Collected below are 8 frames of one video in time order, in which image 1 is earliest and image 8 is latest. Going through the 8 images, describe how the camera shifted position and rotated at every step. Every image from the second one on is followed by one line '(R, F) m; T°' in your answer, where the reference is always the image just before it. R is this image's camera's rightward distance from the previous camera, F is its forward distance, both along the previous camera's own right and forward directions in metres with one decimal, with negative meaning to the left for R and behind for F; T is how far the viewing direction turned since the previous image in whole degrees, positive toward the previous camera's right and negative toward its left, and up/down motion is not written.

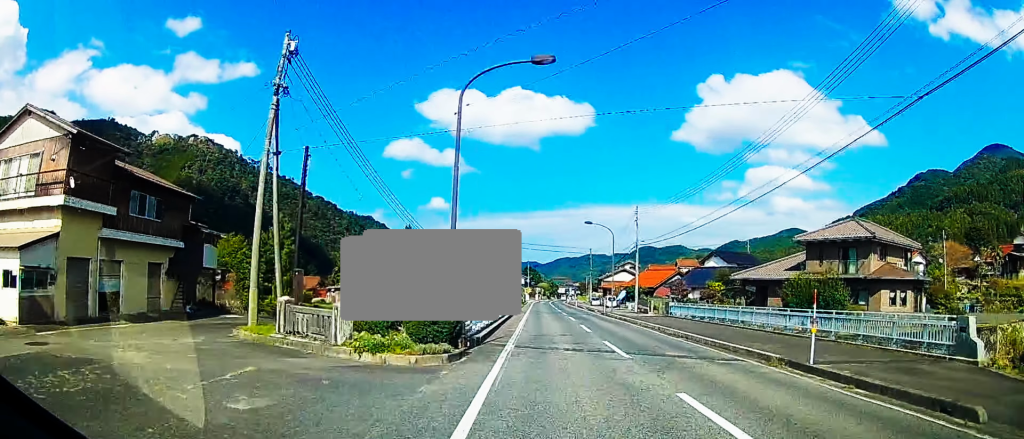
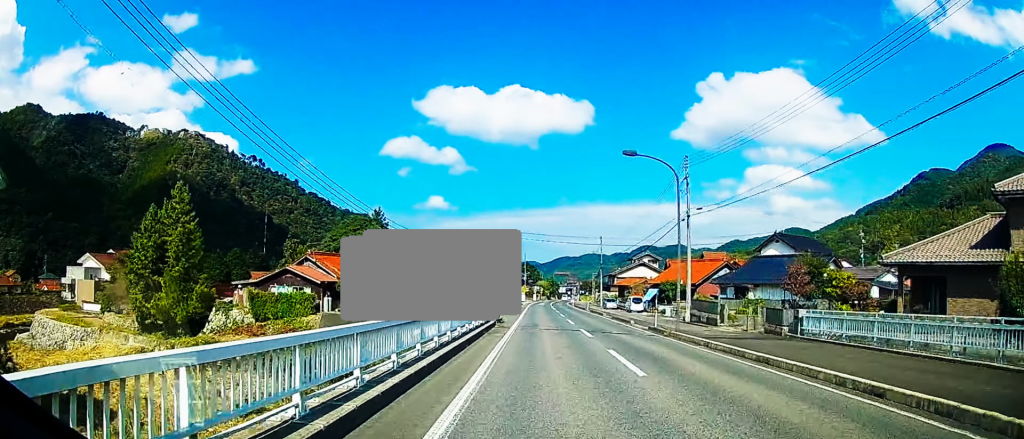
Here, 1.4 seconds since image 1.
(-0.5, +23.6) m; -2°
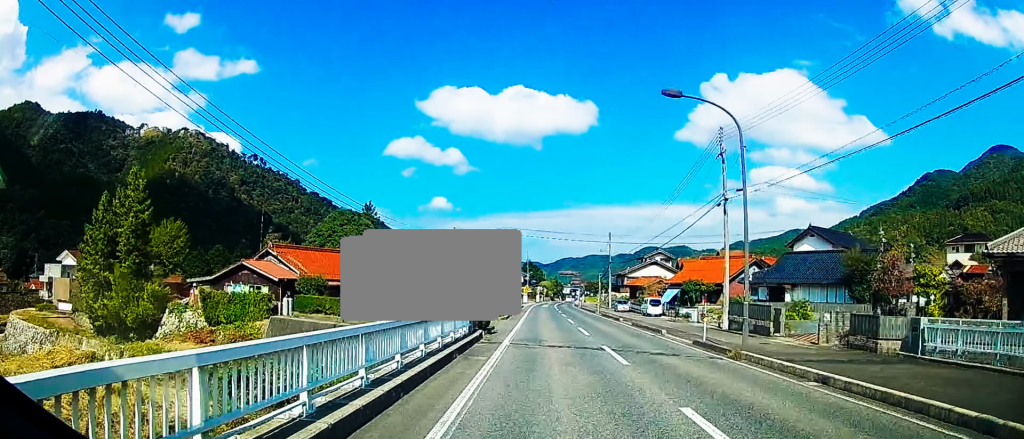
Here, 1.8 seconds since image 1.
(-0.1, +7.9) m; +1°
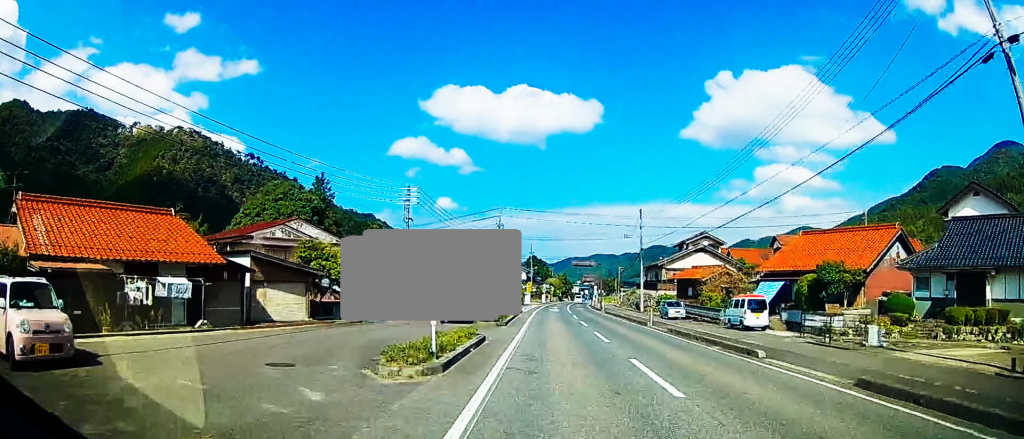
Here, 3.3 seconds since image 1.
(+0.5, +24.9) m; 0°
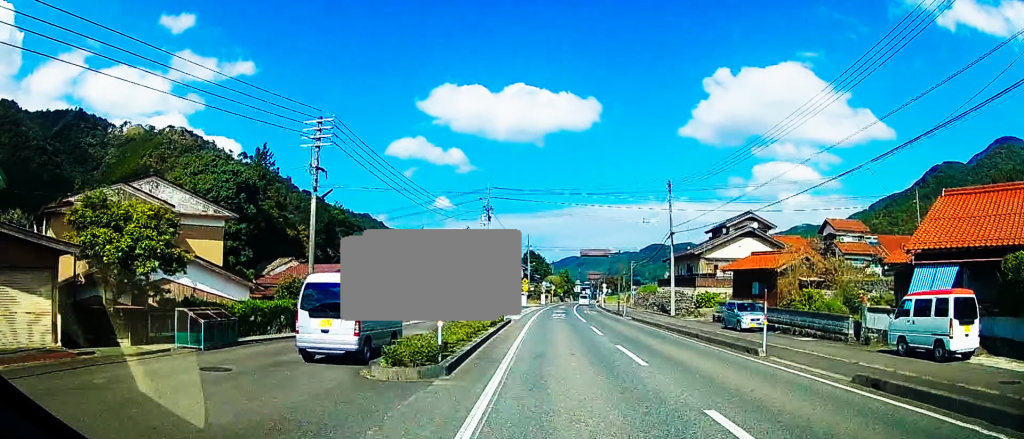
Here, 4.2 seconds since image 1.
(-0.5, +16.2) m; -2°
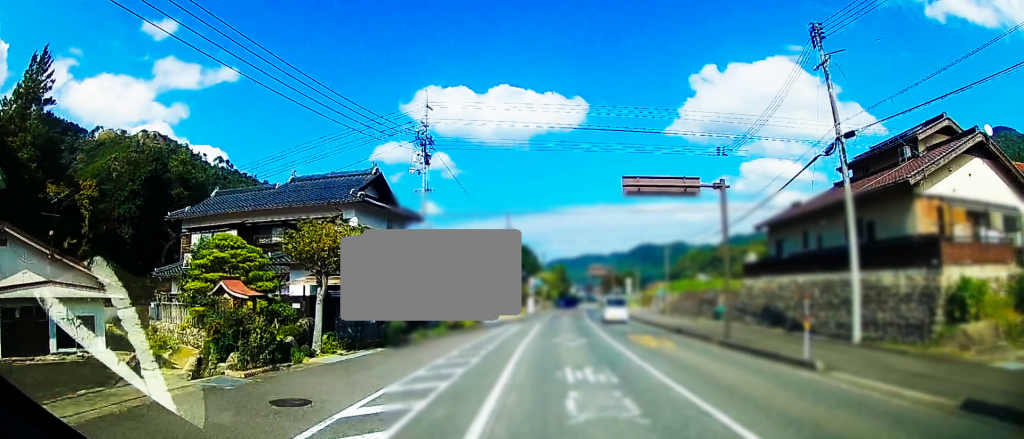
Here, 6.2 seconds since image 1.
(+0.2, +31.9) m; +2°
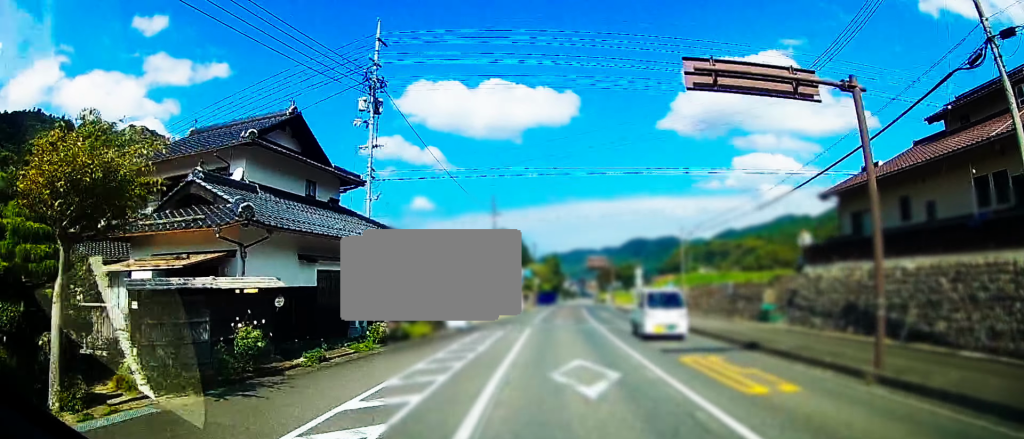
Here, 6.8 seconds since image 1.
(+0.2, +10.1) m; +1°
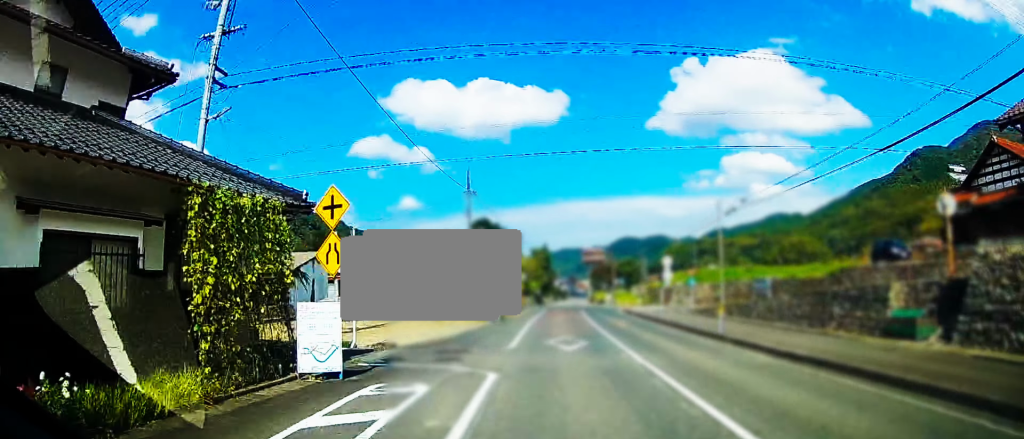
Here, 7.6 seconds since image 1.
(+0.2, +12.5) m; +1°
